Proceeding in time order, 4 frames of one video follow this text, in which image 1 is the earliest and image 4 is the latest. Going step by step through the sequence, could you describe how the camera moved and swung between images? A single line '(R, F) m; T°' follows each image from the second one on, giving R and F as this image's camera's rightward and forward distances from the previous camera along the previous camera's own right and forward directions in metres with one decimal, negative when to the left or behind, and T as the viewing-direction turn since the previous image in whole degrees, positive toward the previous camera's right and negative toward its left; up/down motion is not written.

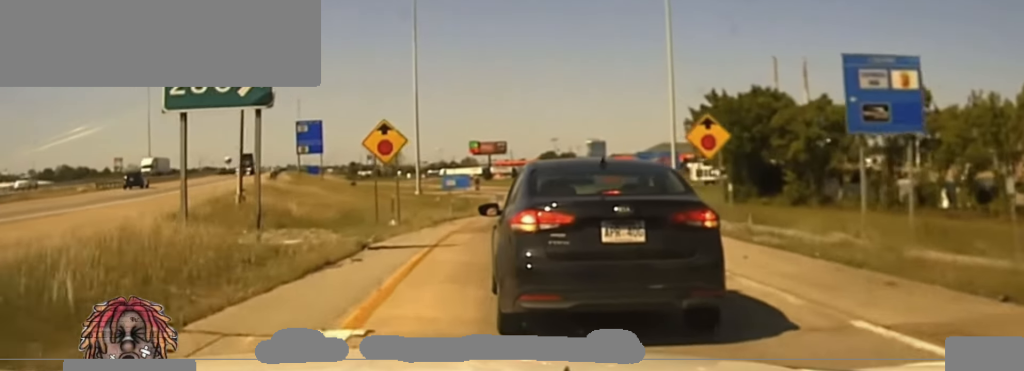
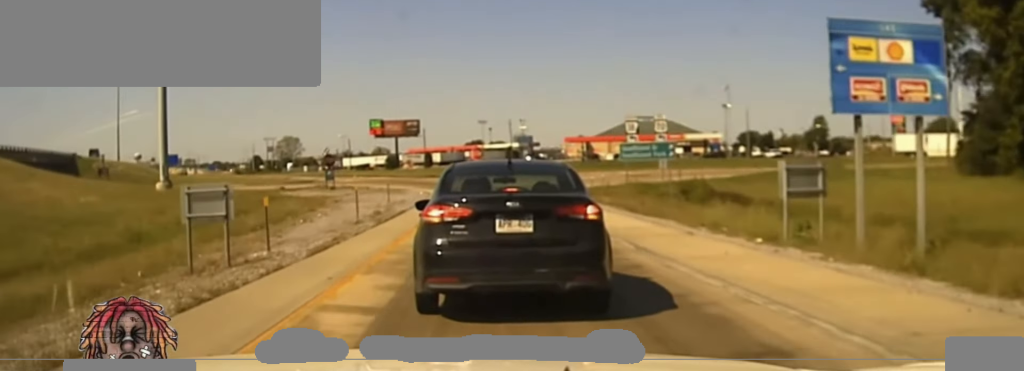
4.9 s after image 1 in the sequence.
(+4.1, +86.5) m; +4°
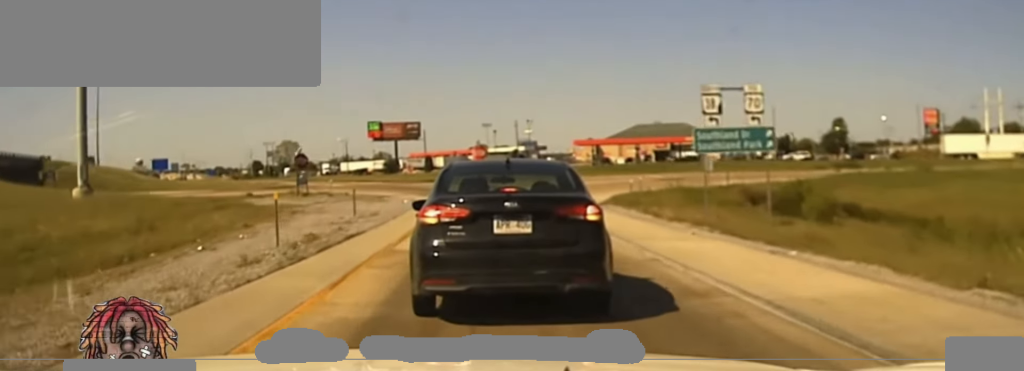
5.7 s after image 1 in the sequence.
(0.0, +15.9) m; 0°
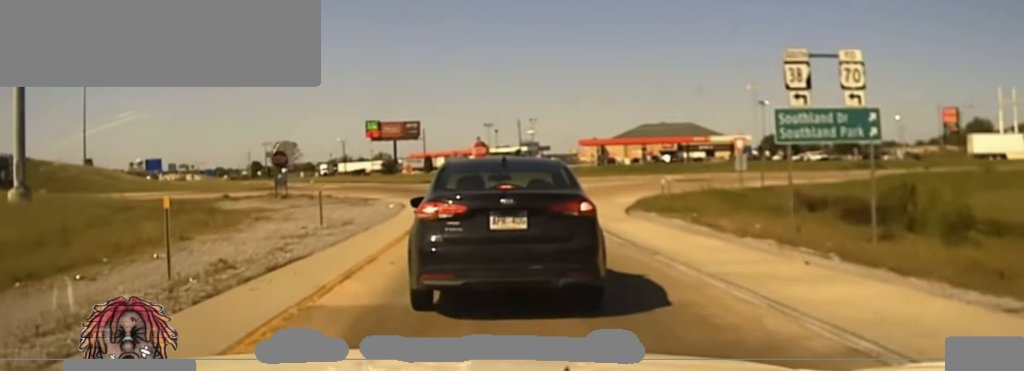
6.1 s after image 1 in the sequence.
(+0.2, +9.0) m; 0°
